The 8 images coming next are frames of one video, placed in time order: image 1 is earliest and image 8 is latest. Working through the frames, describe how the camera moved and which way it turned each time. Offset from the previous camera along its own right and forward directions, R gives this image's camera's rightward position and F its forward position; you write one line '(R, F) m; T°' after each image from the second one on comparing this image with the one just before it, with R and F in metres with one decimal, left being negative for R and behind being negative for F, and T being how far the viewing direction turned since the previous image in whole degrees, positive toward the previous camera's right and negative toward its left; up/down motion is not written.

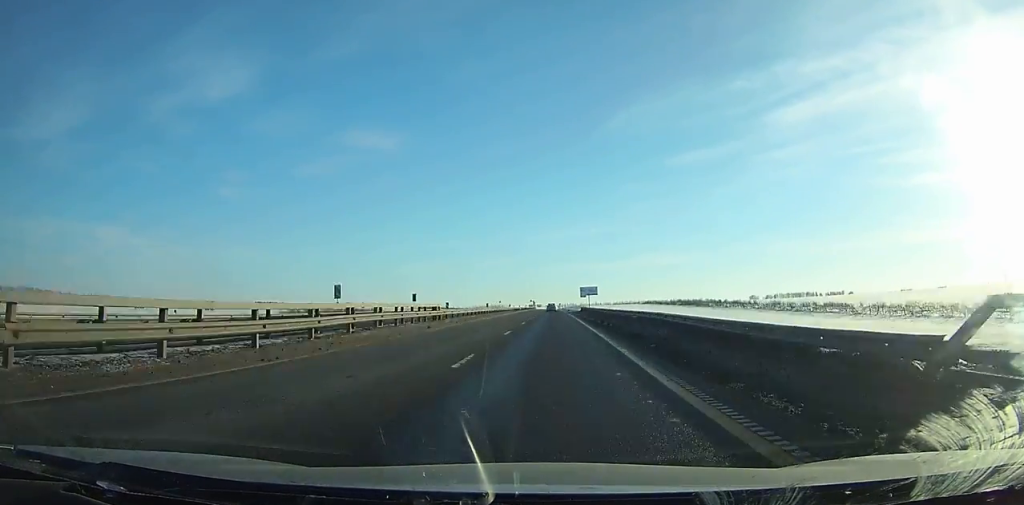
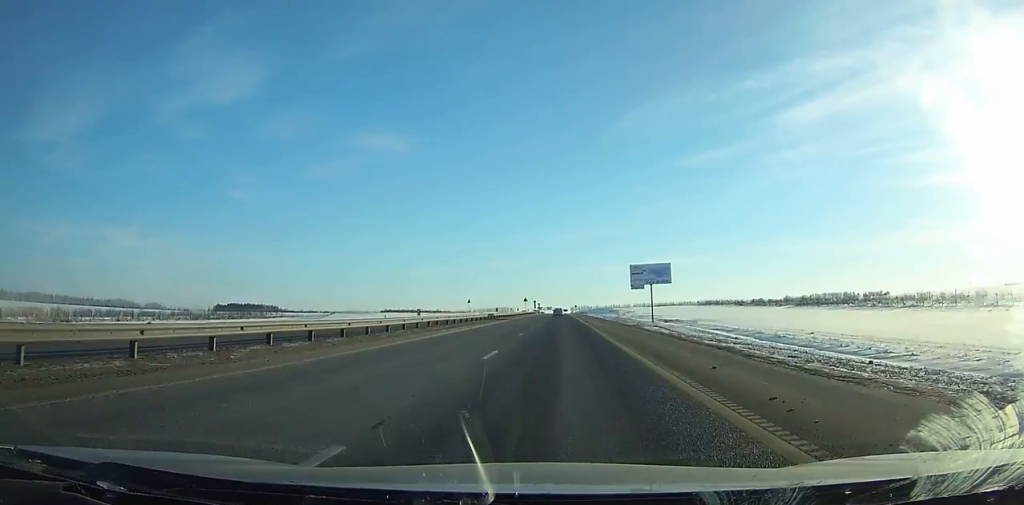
(-0.6, +118.3) m; -1°
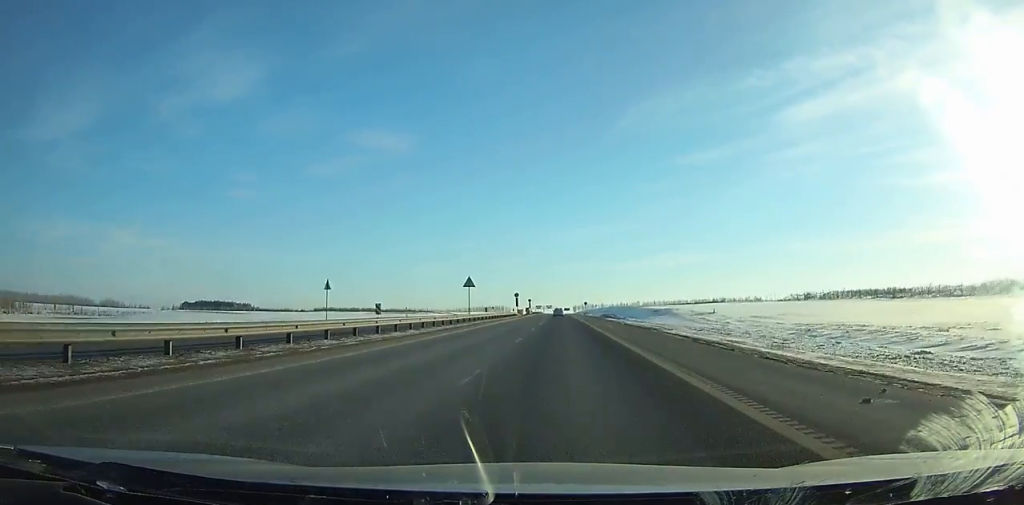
(-0.5, +89.5) m; 0°
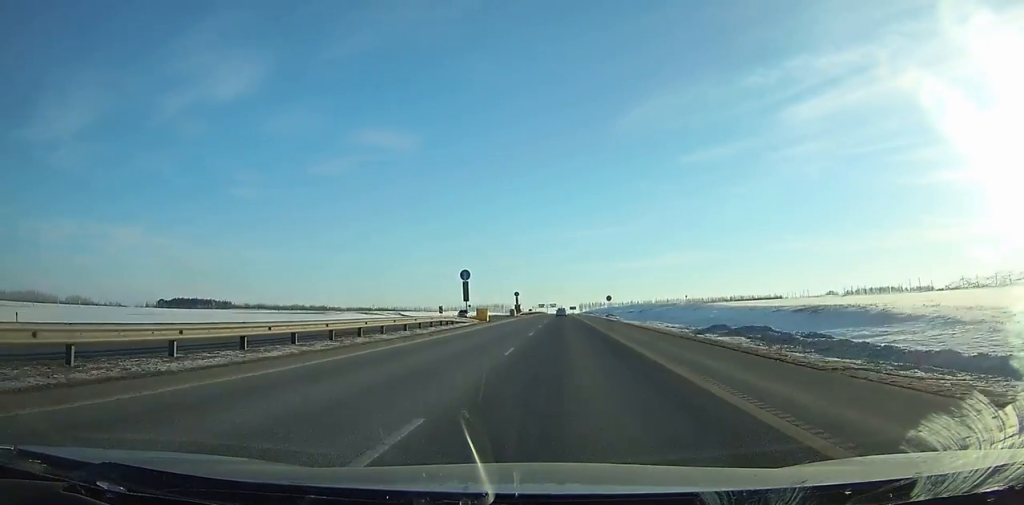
(-0.1, +66.5) m; 0°
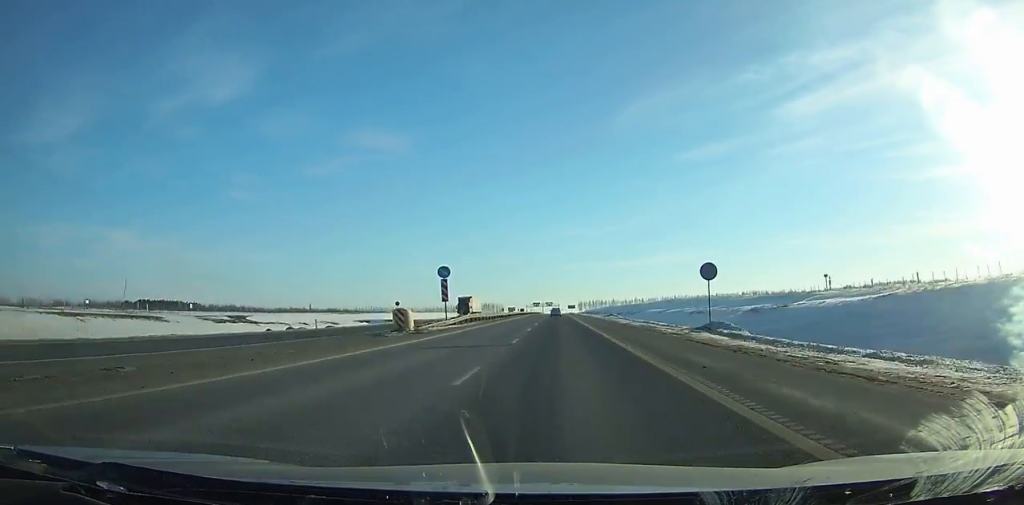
(0.0, +66.7) m; 0°
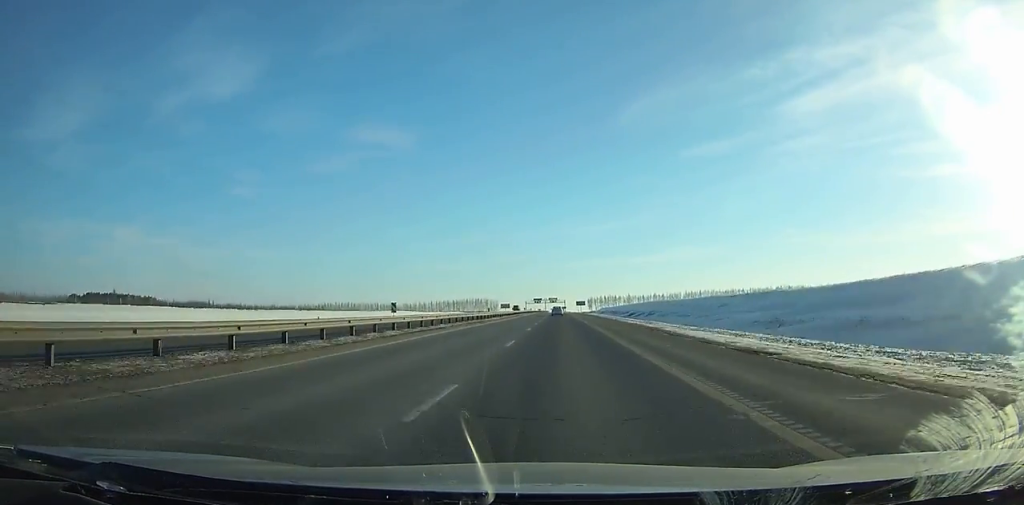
(-0.2, +99.2) m; 0°
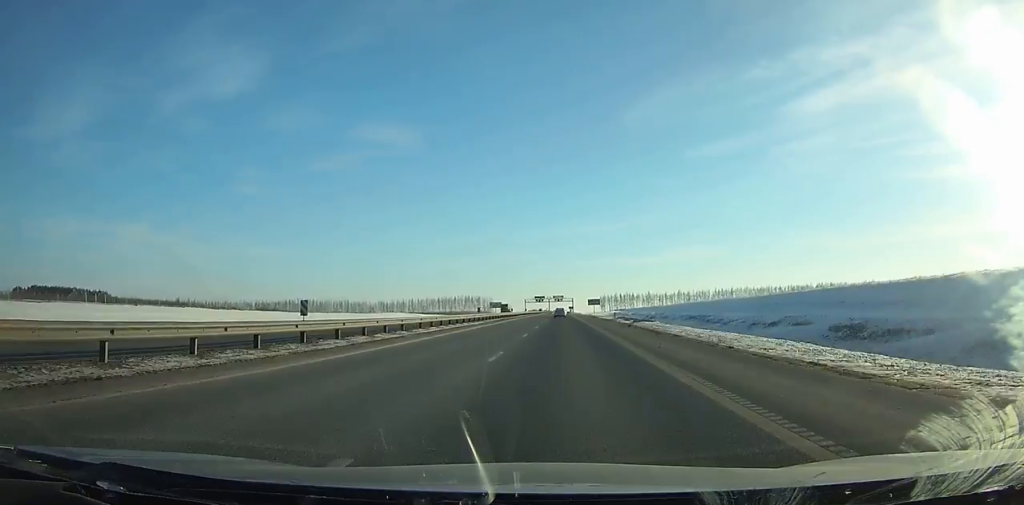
(-0.3, +88.3) m; 0°
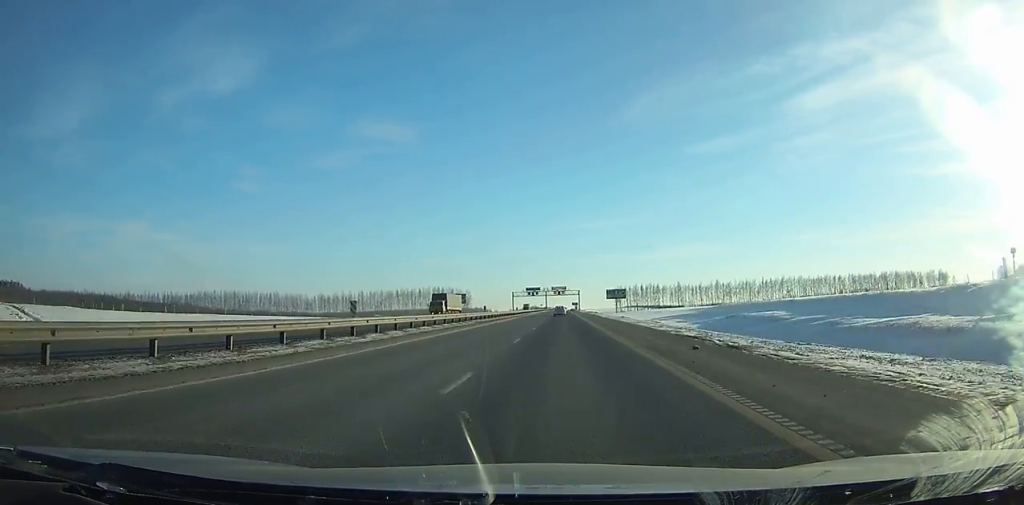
(-0.2, +113.9) m; 0°
